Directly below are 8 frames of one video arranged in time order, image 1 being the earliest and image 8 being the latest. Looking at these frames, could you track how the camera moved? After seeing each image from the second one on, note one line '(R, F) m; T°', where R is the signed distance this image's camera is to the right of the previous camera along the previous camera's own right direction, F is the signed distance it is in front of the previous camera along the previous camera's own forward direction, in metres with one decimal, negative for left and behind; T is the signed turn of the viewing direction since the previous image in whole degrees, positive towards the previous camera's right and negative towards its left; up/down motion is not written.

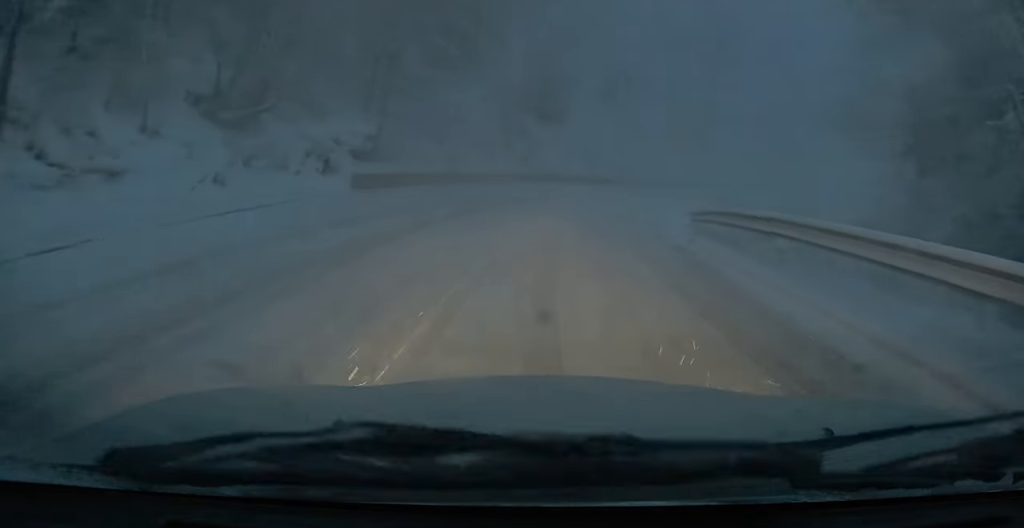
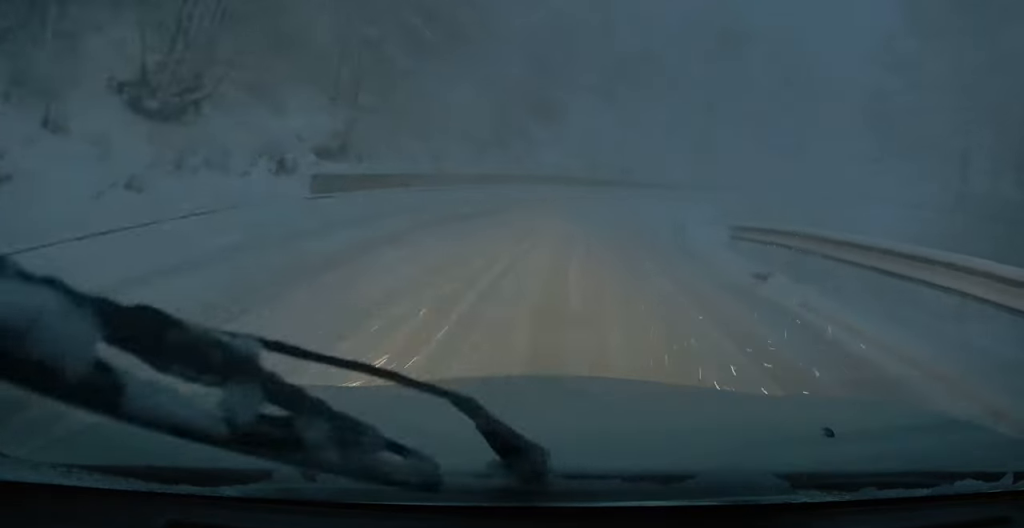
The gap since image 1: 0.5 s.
(-0.1, +3.9) m; +2°
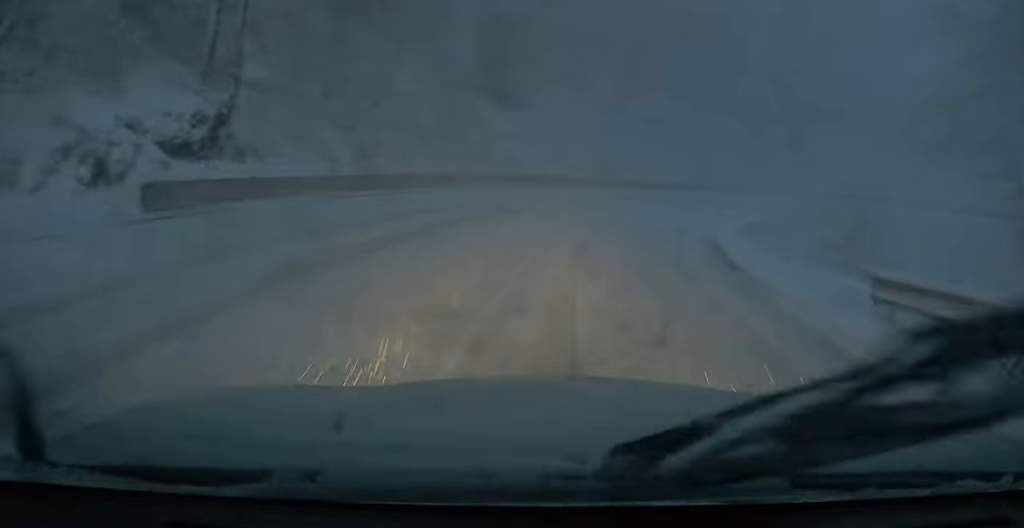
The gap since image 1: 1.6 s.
(+0.7, +7.3) m; +13°
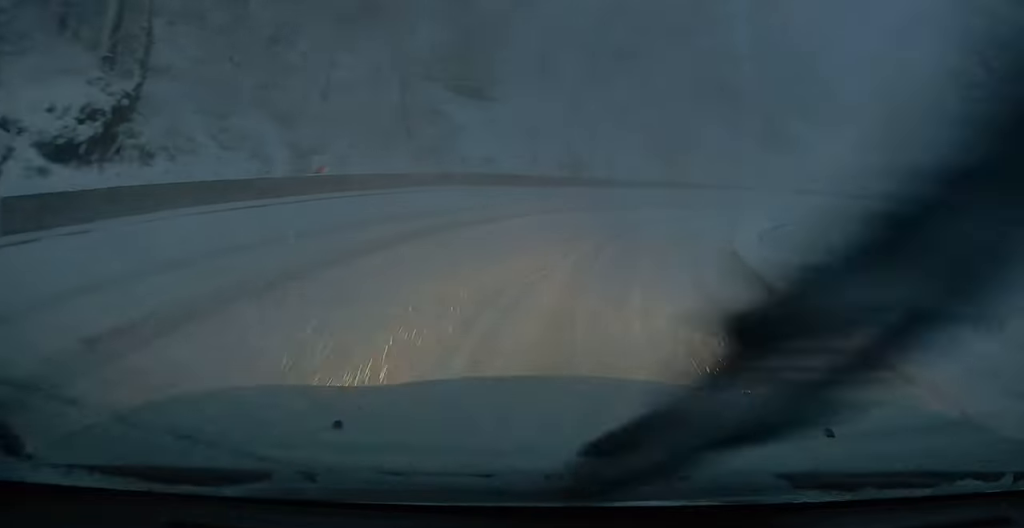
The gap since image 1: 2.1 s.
(+0.5, +3.5) m; +3°
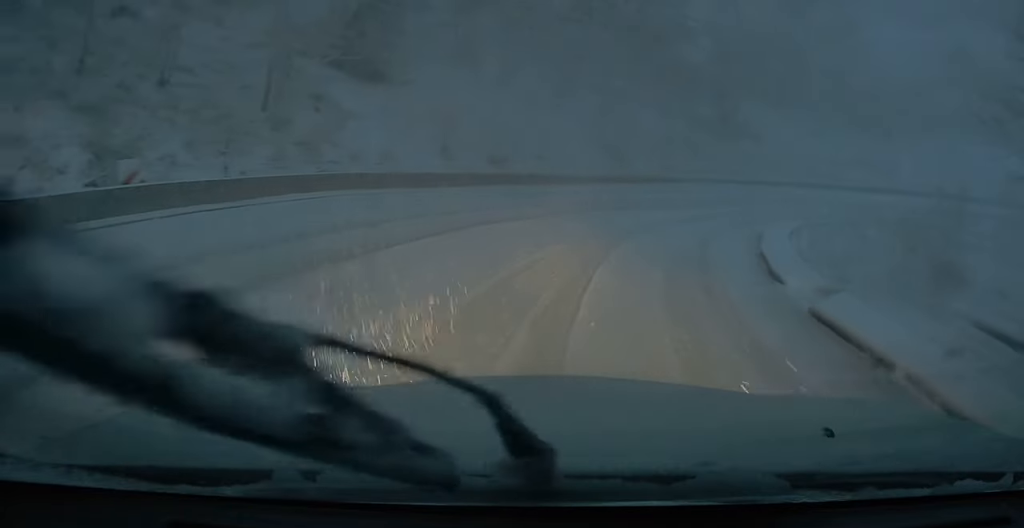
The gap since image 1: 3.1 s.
(+0.3, +7.2) m; +4°
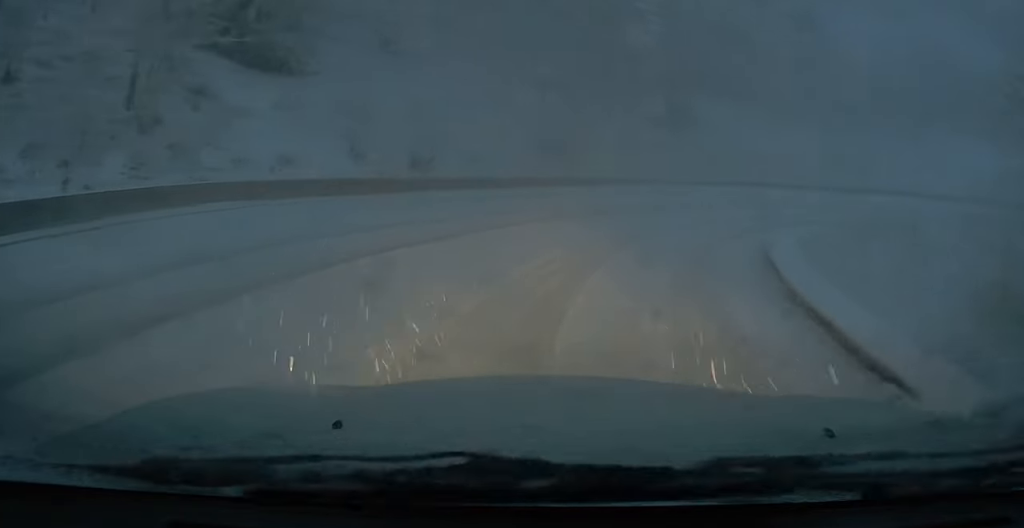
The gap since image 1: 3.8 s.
(0.0, +4.6) m; +4°
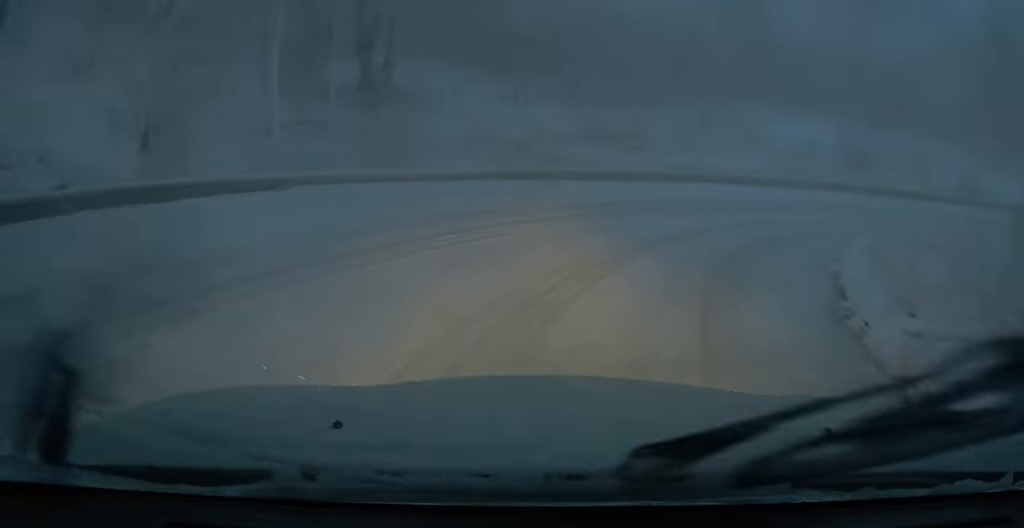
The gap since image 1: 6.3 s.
(+3.1, +15.6) m; +16°
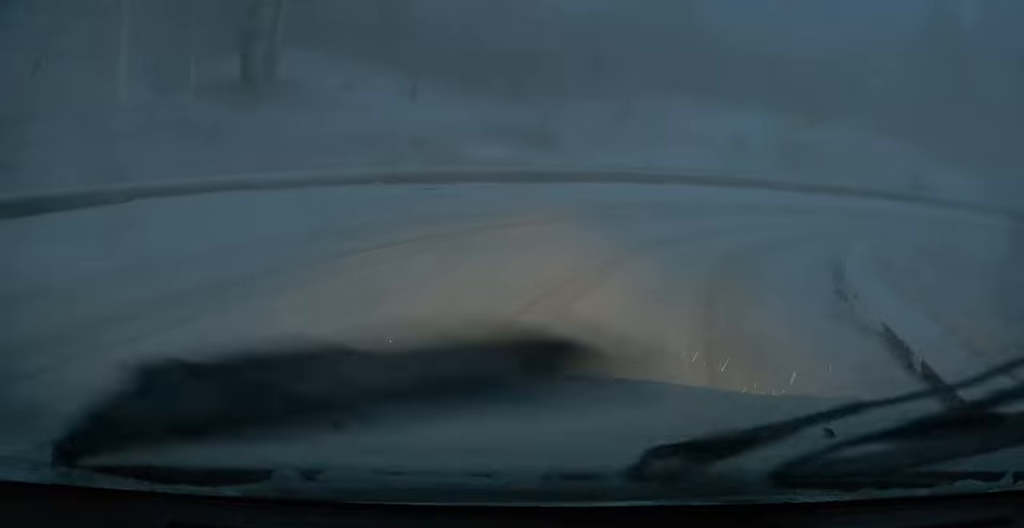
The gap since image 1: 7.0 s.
(-0.1, +4.3) m; +3°
